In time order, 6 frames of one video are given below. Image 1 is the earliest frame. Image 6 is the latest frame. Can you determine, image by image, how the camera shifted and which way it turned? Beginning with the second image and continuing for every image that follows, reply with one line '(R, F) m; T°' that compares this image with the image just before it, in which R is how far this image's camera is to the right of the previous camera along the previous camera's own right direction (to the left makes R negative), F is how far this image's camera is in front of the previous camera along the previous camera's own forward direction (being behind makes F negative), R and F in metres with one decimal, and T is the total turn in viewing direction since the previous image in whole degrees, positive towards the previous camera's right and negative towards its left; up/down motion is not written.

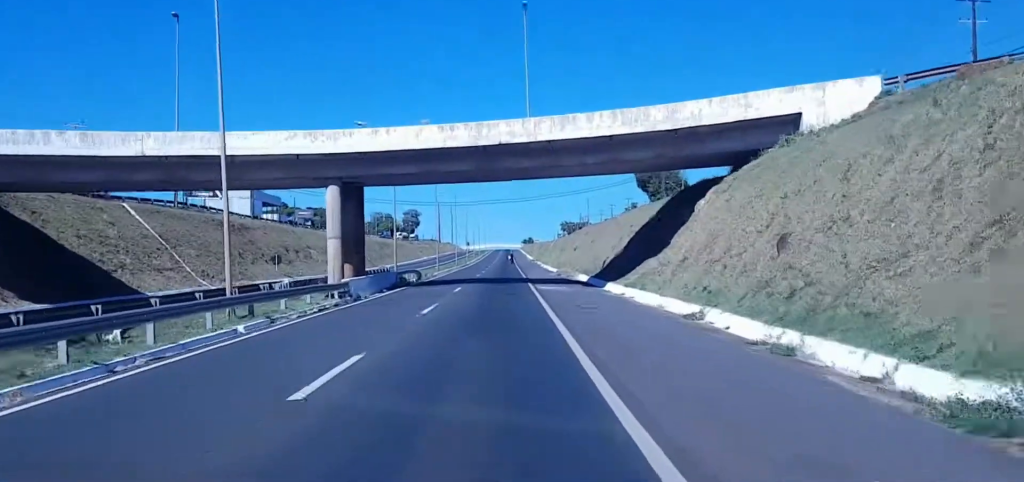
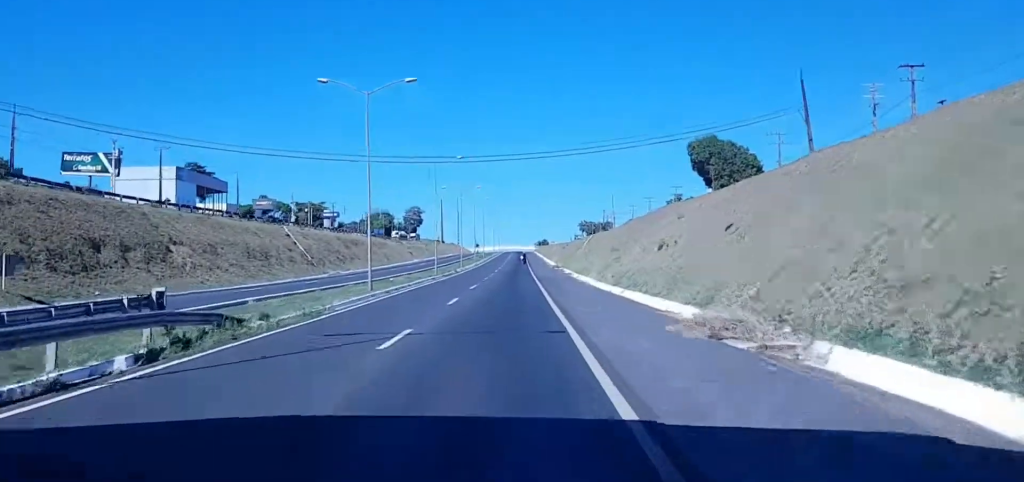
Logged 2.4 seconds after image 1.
(+3.0, +57.0) m; +2°
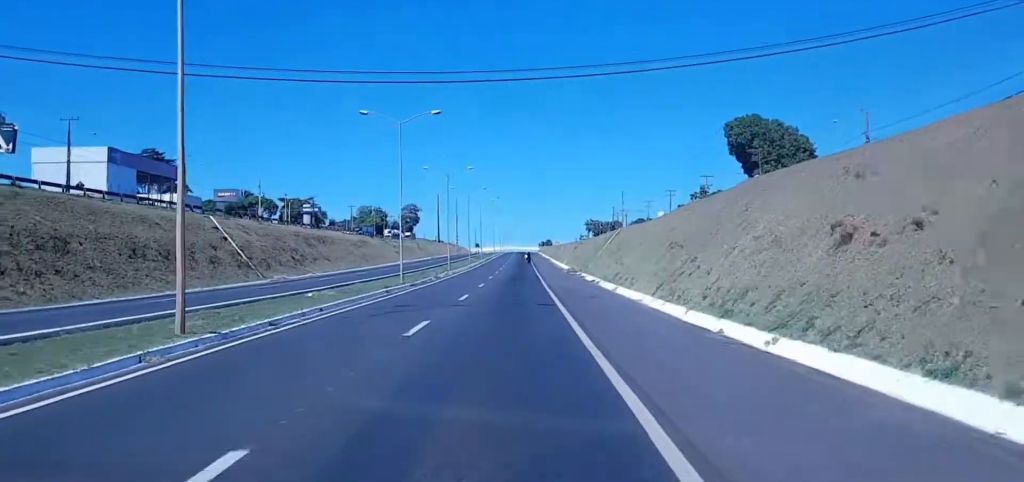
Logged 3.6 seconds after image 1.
(-0.6, +29.3) m; -2°
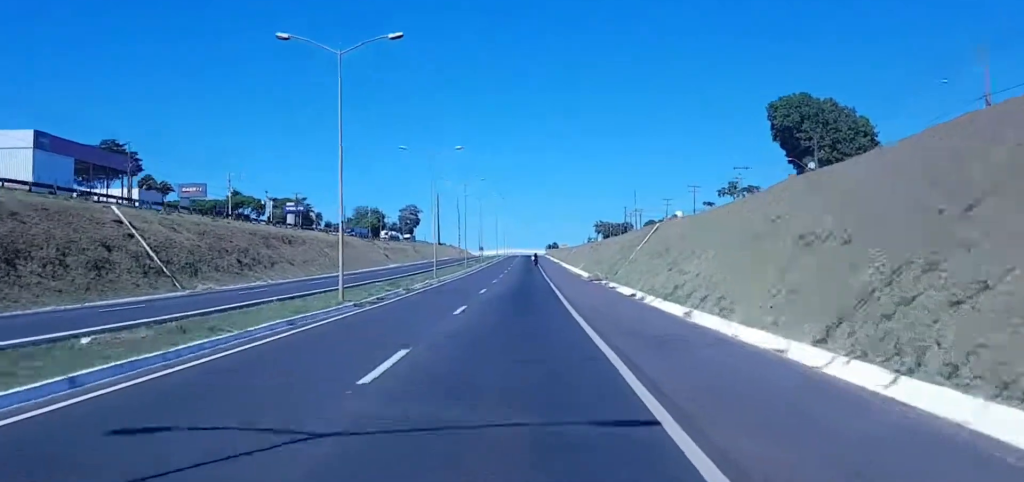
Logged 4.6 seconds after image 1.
(-0.2, +22.9) m; -1°
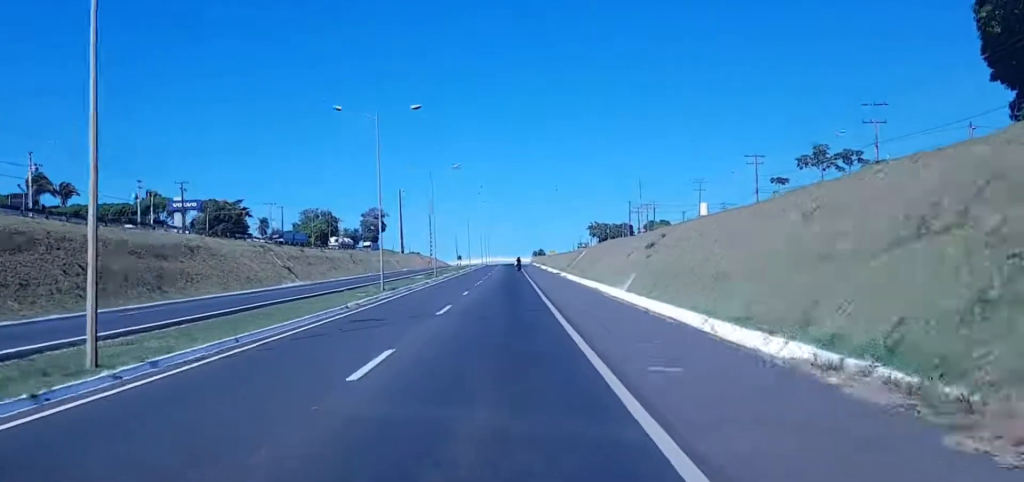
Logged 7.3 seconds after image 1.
(+0.3, +62.5) m; 0°
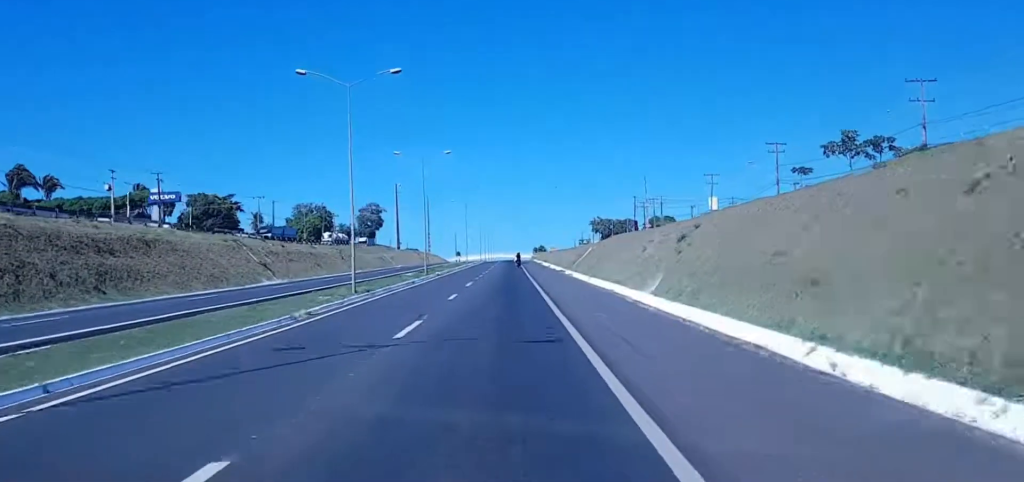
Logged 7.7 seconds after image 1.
(-0.2, +10.1) m; 0°
